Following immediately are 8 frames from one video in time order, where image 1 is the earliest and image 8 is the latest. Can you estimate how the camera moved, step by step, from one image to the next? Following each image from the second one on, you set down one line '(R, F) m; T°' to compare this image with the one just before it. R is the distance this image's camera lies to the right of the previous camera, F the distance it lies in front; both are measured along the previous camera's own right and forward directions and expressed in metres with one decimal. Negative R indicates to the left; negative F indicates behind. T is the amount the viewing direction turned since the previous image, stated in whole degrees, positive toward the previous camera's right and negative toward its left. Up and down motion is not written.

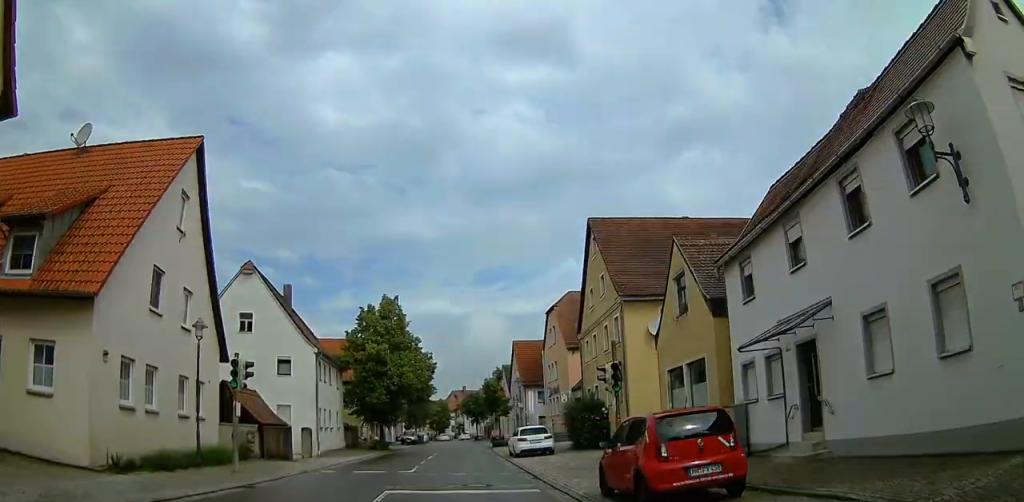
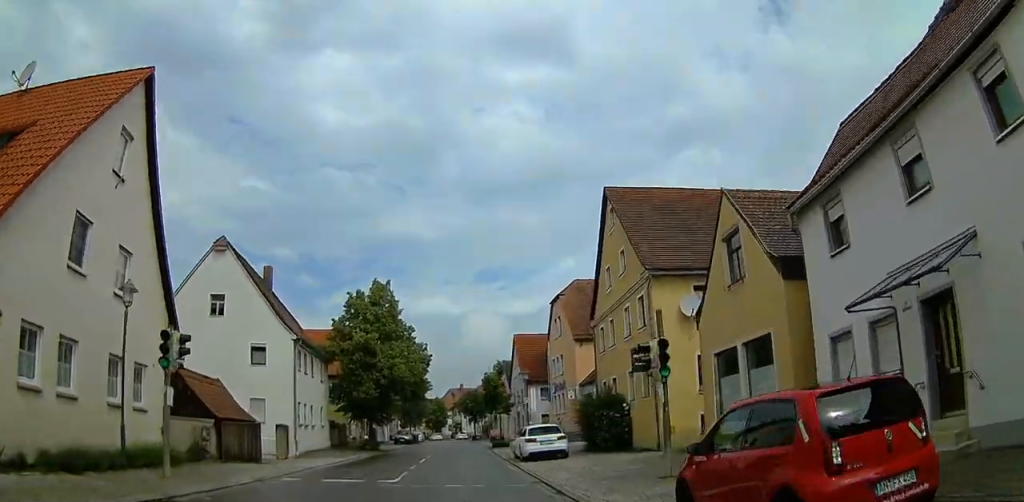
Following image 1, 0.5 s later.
(0.0, +4.2) m; +1°
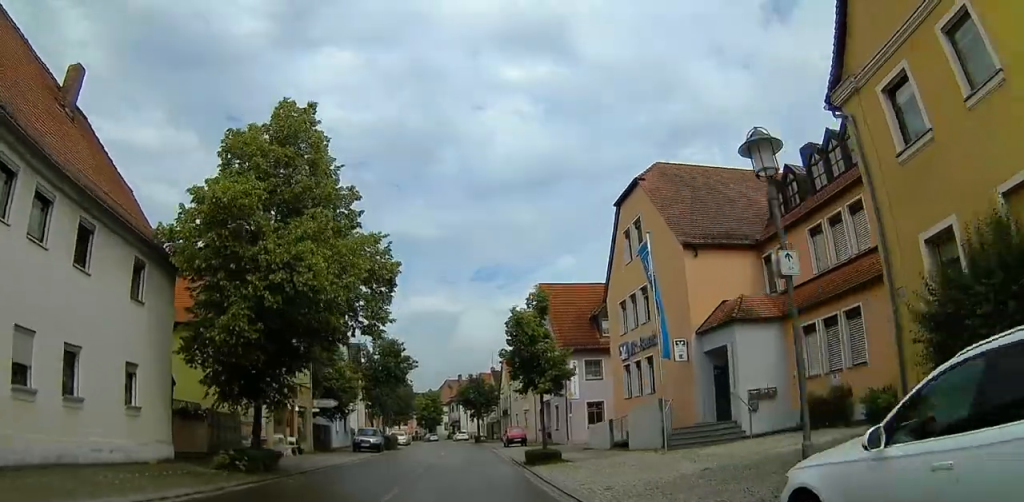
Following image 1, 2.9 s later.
(-0.4, +22.2) m; -1°
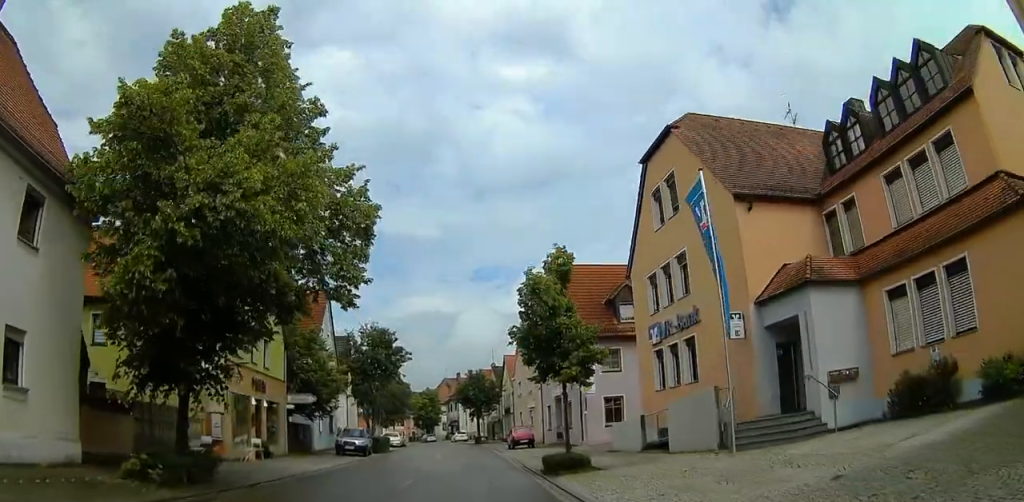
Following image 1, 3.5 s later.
(+0.3, +5.0) m; +5°
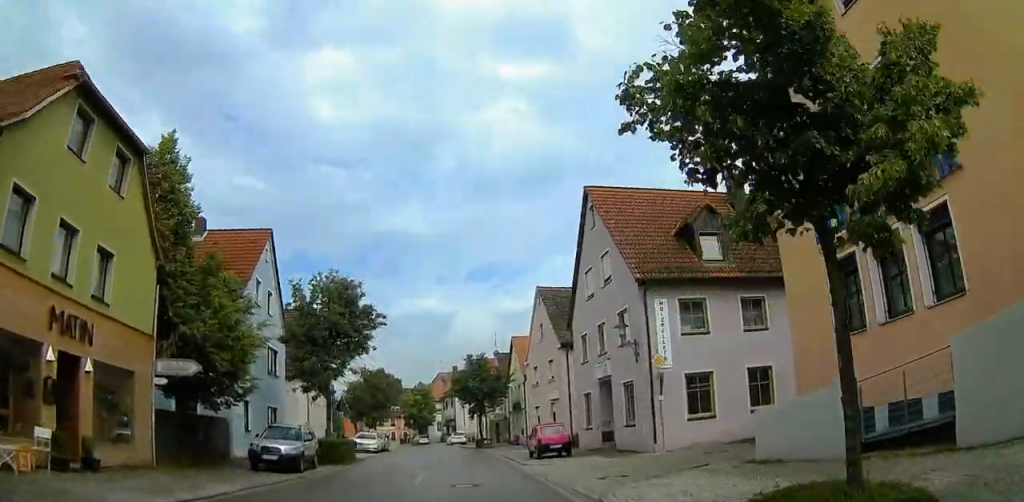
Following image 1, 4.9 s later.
(+1.4, +13.2) m; +3°
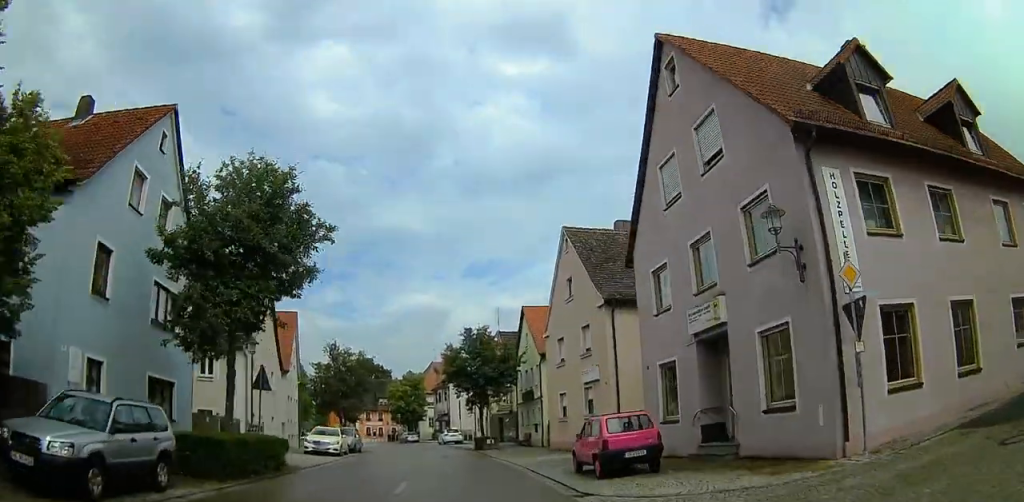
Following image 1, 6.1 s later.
(-1.2, +12.1) m; -6°
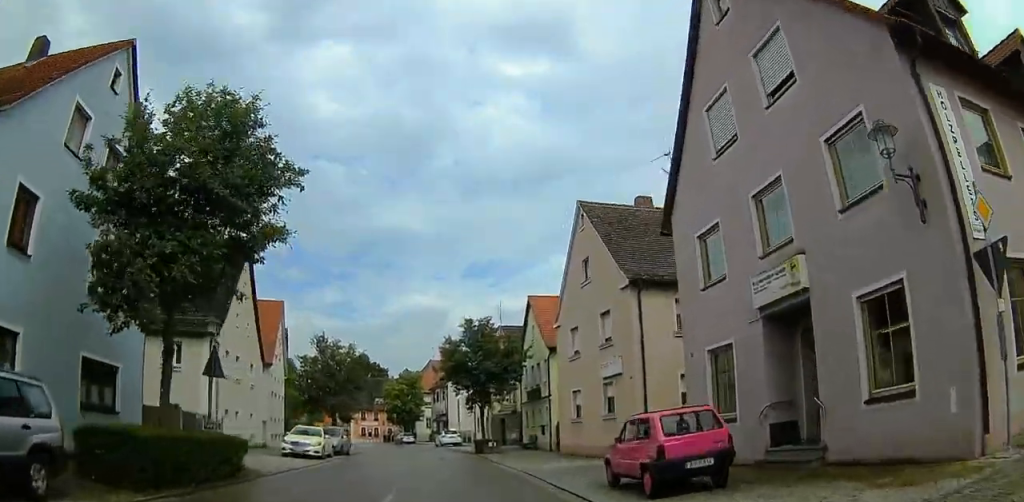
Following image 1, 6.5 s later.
(0.0, +4.0) m; 0°
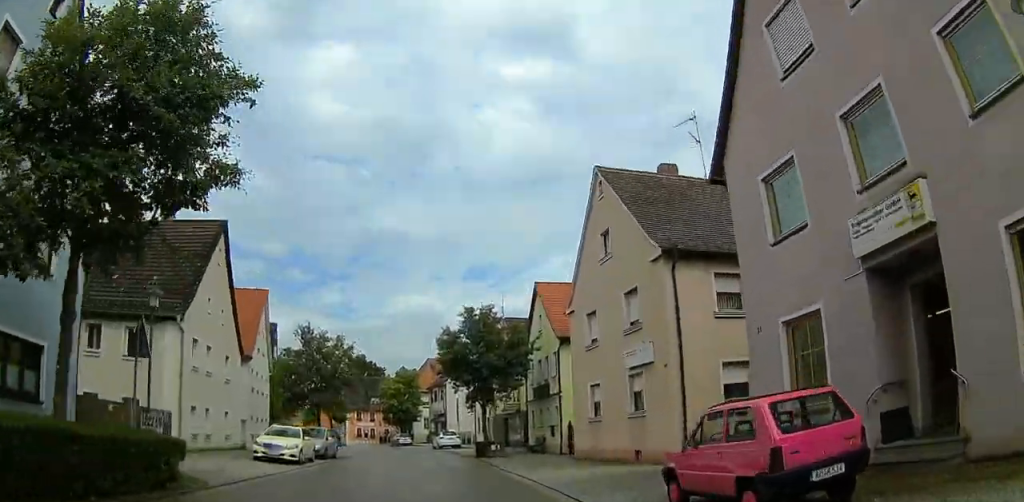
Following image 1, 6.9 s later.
(0.0, +4.0) m; 0°
